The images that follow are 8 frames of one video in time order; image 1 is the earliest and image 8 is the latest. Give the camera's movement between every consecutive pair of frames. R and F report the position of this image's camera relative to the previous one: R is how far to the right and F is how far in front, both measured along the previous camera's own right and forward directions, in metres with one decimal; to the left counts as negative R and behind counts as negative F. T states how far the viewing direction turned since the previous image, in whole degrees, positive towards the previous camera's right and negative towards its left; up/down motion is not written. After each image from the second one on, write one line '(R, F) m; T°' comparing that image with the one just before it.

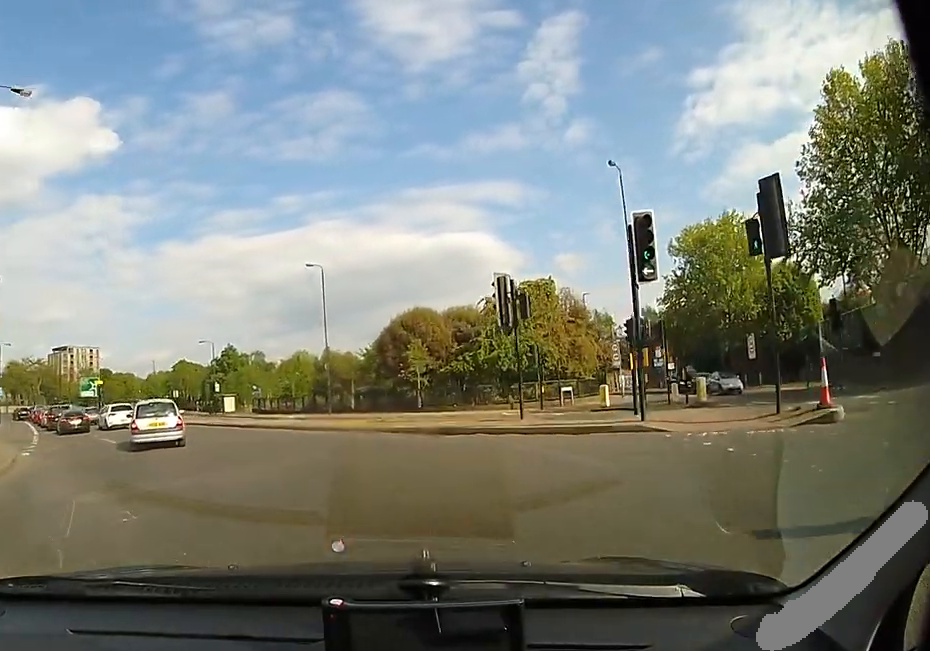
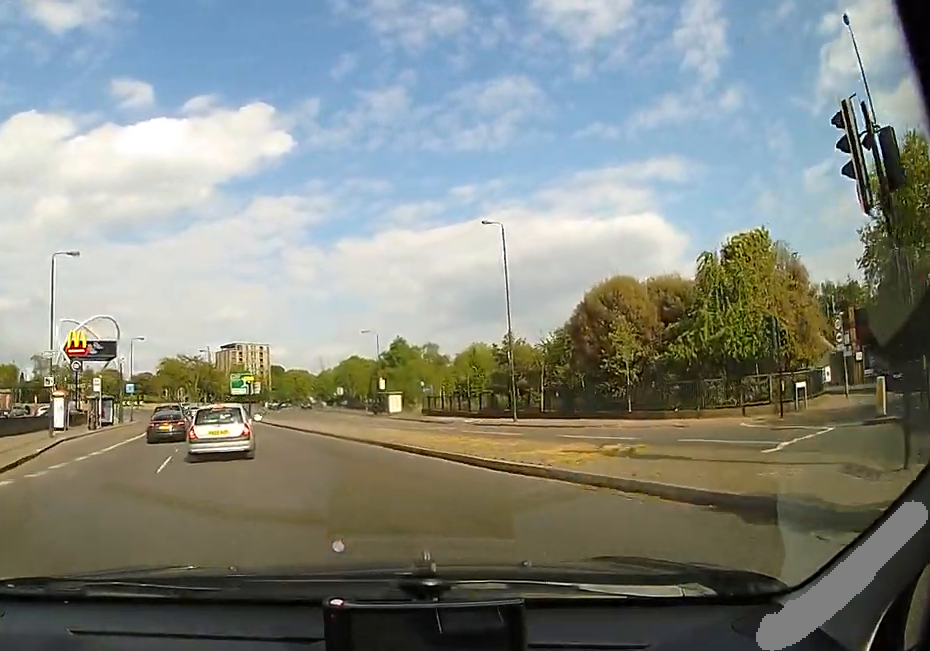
(-0.8, +6.8) m; -18°
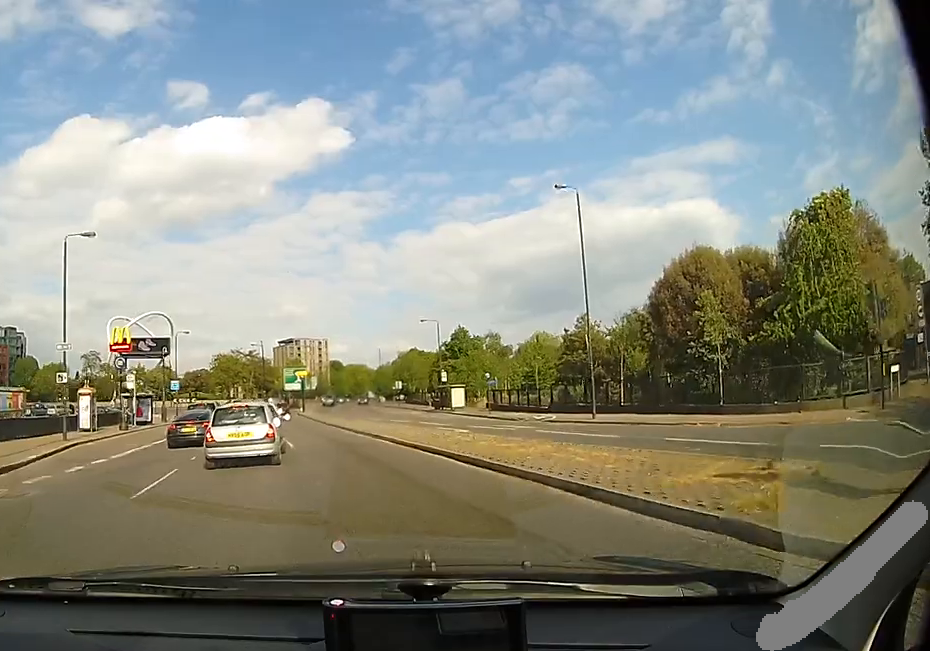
(-0.4, +2.7) m; -8°
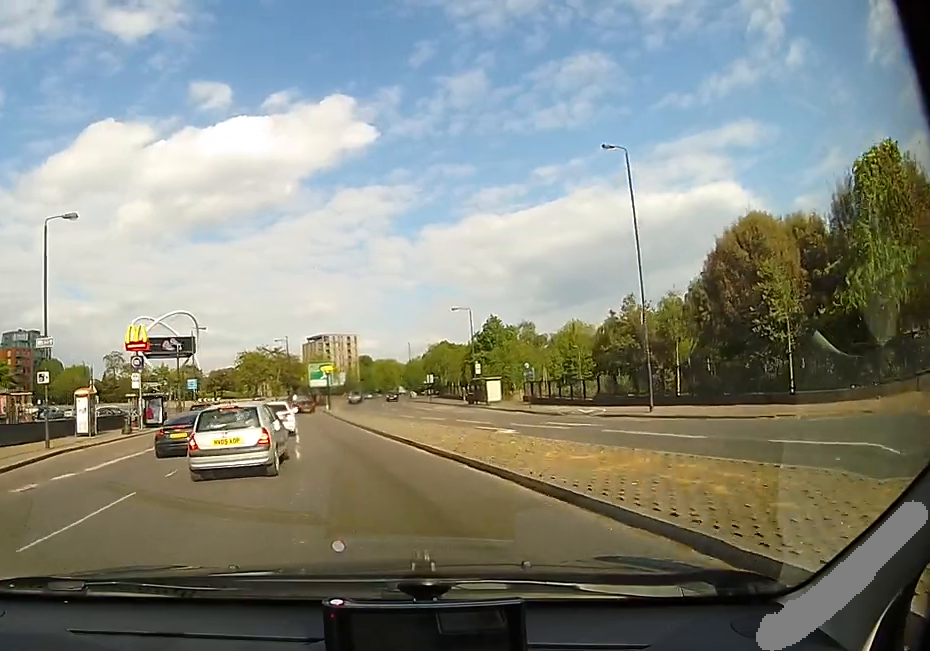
(-0.1, +2.4) m; -6°
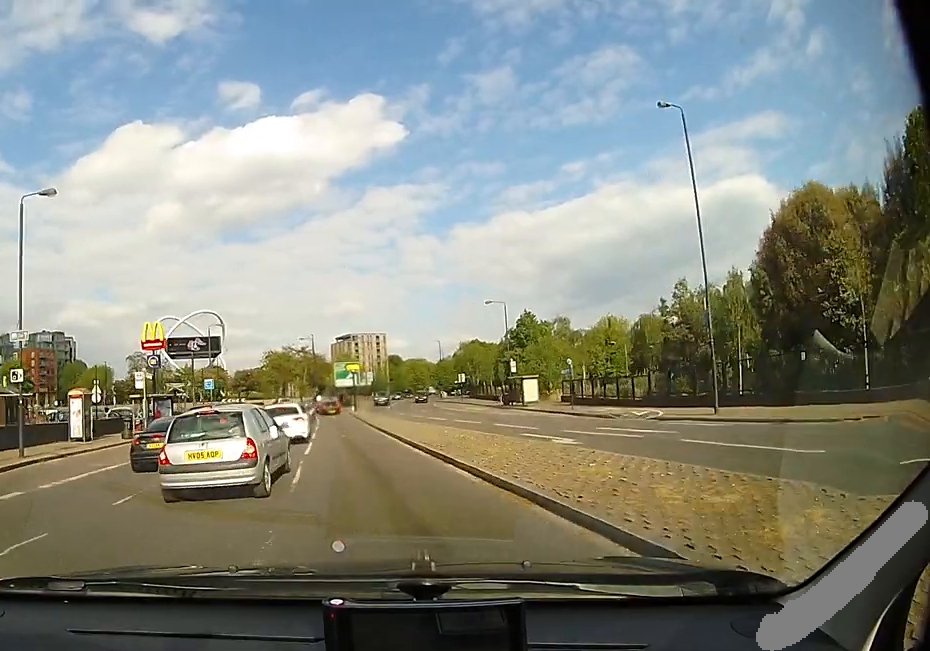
(-0.1, +2.5) m; -3°
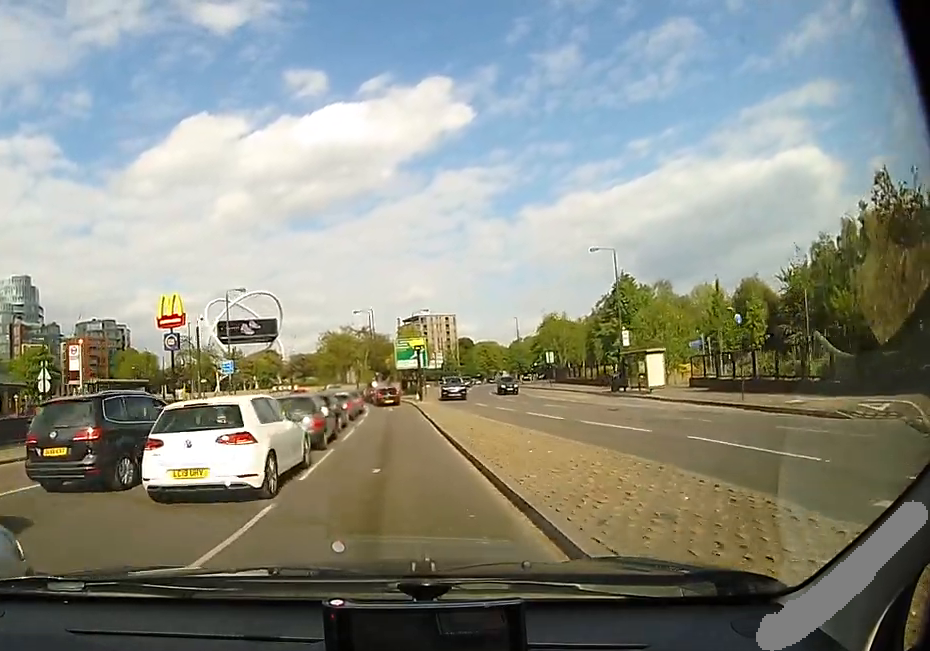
(-0.9, +8.3) m; -19°
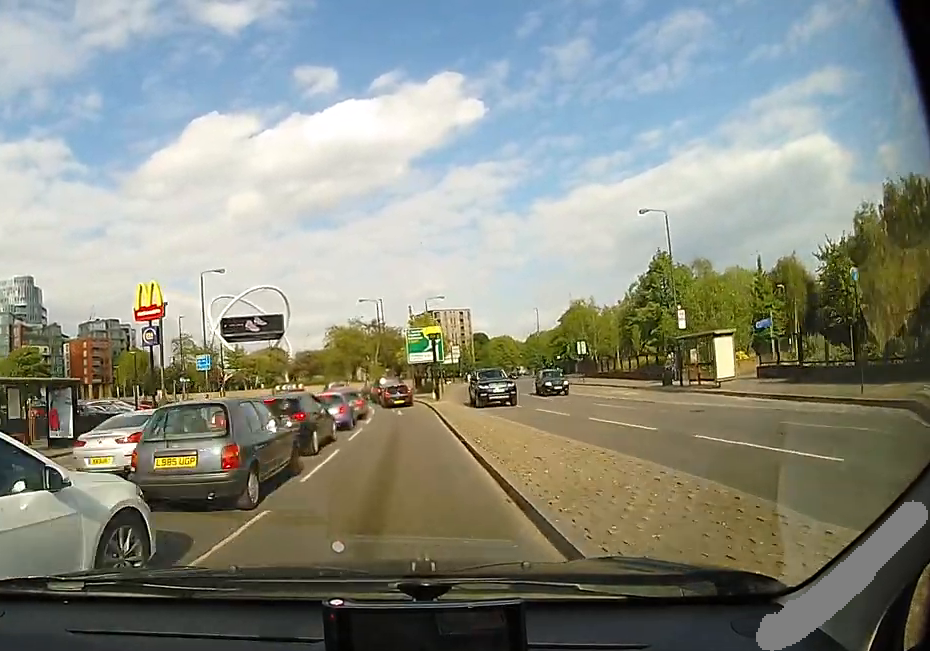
(-0.8, +4.0) m; -14°
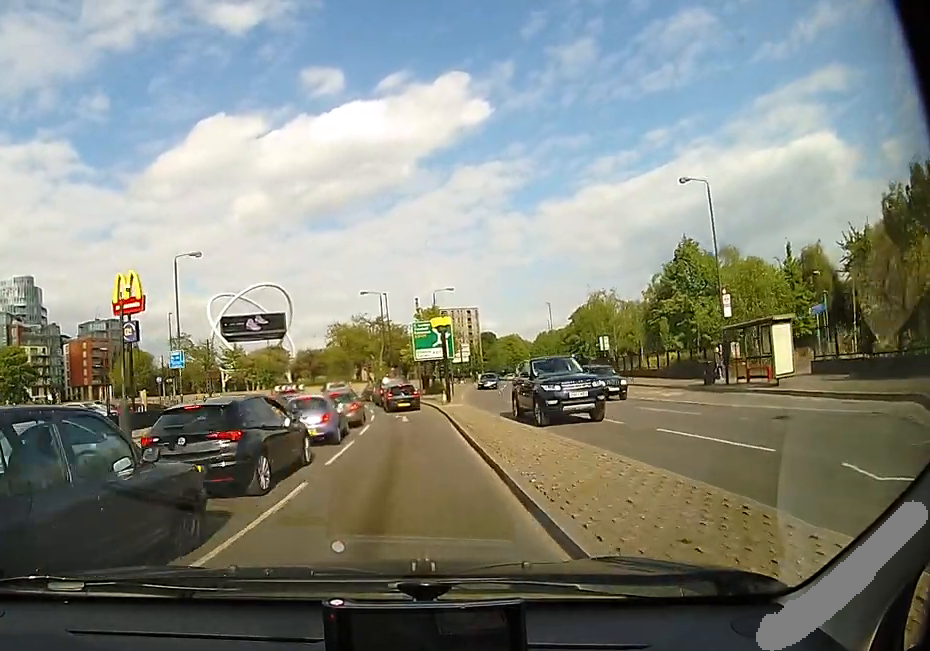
(-0.2, +2.7) m; -3°
